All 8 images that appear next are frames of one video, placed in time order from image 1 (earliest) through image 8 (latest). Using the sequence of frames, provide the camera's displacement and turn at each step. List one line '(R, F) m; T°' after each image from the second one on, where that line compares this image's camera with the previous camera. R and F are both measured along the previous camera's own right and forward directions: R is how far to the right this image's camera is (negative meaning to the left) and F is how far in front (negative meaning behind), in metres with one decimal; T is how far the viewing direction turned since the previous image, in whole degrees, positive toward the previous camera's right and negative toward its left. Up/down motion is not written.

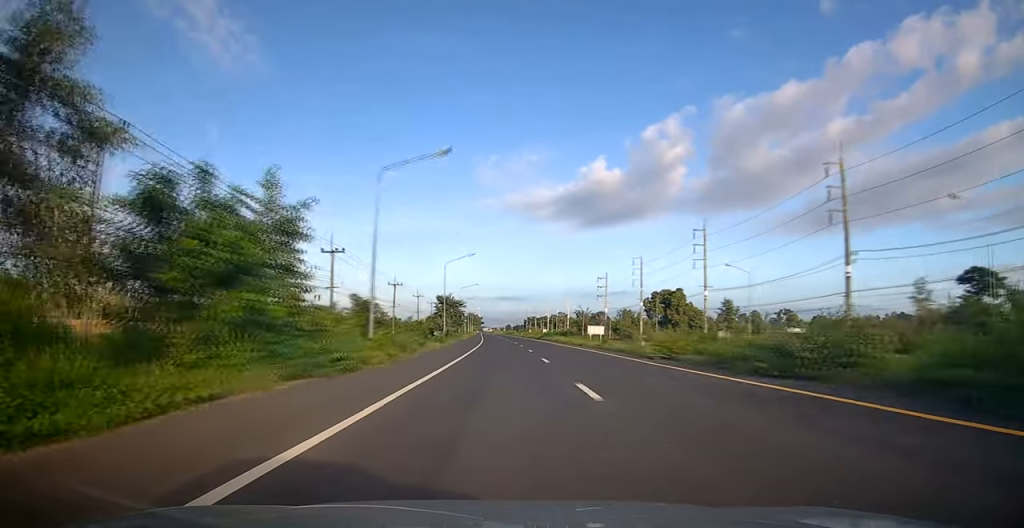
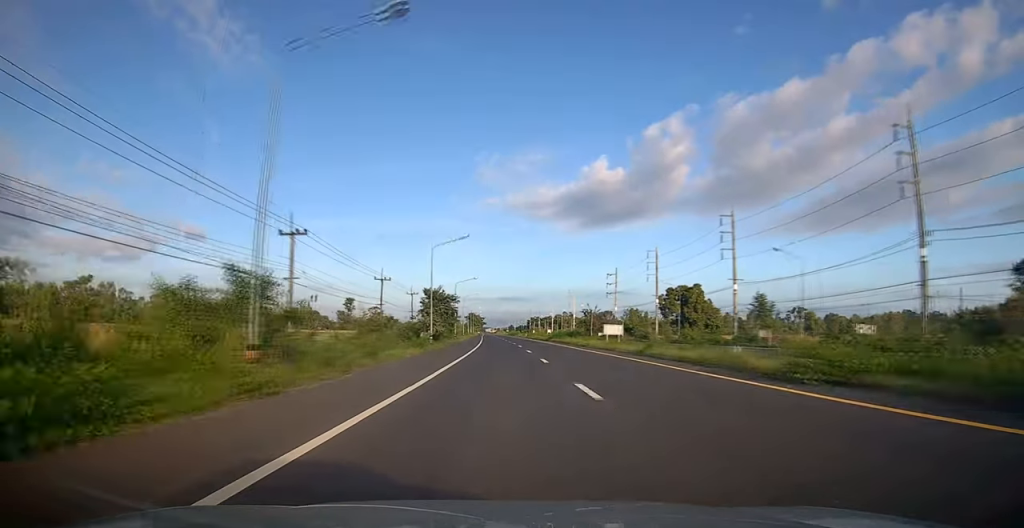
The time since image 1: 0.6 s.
(0.0, +12.0) m; 0°
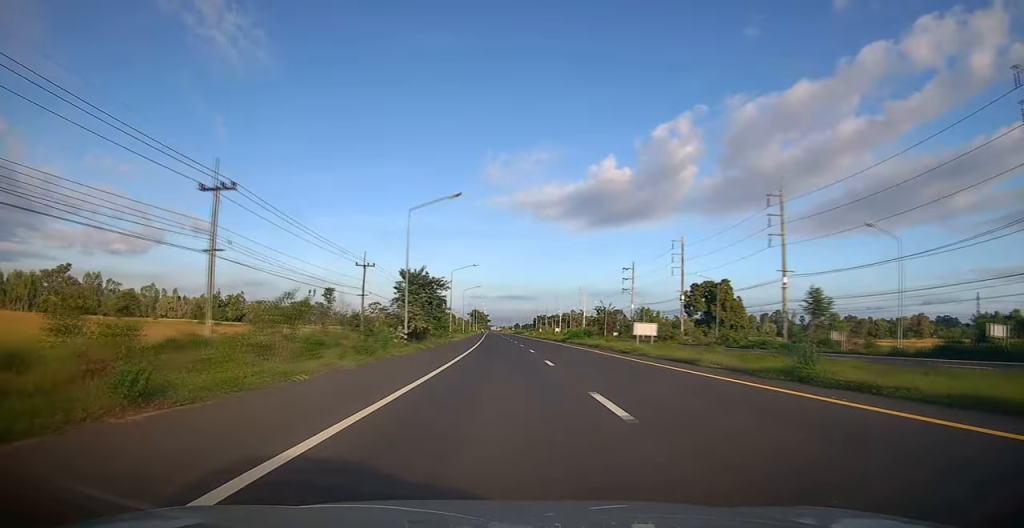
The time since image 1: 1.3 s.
(0.0, +14.3) m; 0°
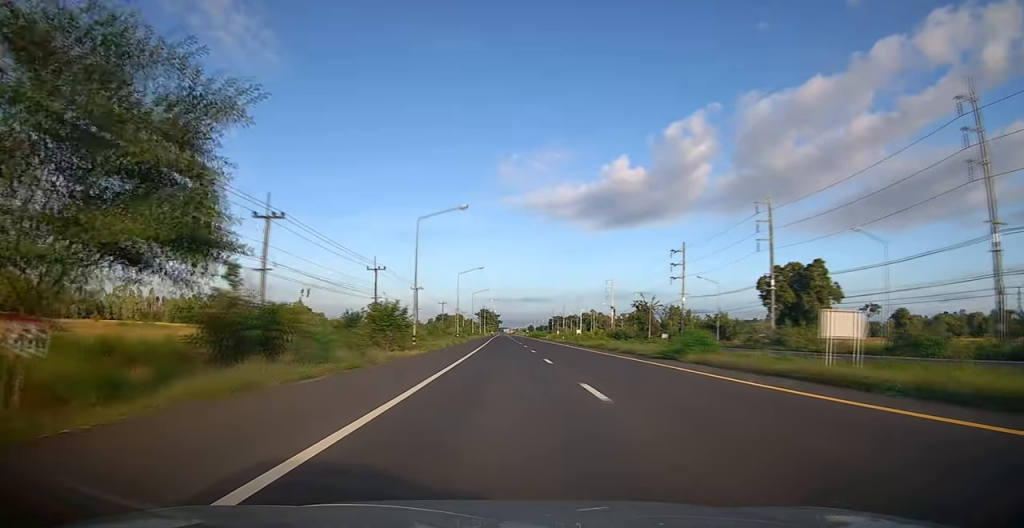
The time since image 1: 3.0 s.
(-0.2, +34.1) m; -1°
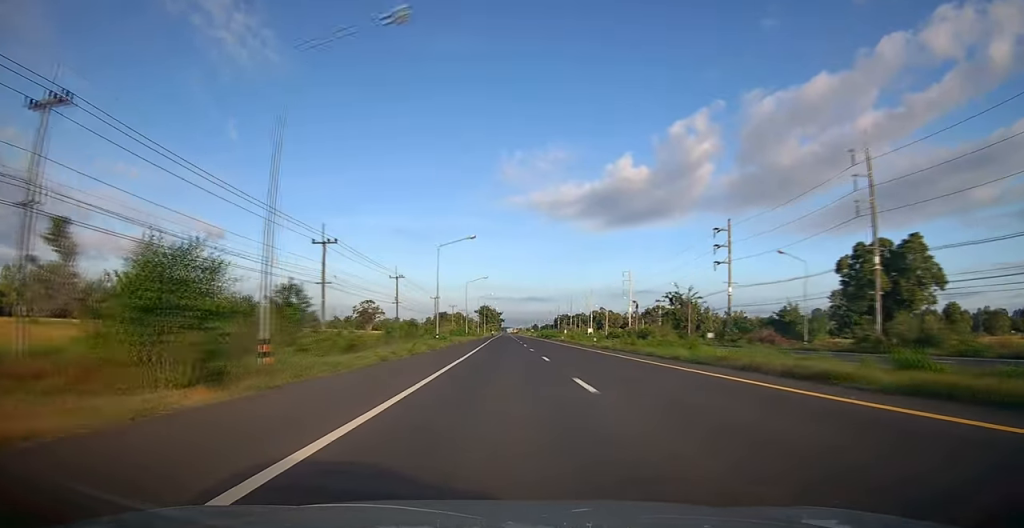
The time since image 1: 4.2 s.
(-0.2, +22.9) m; -1°
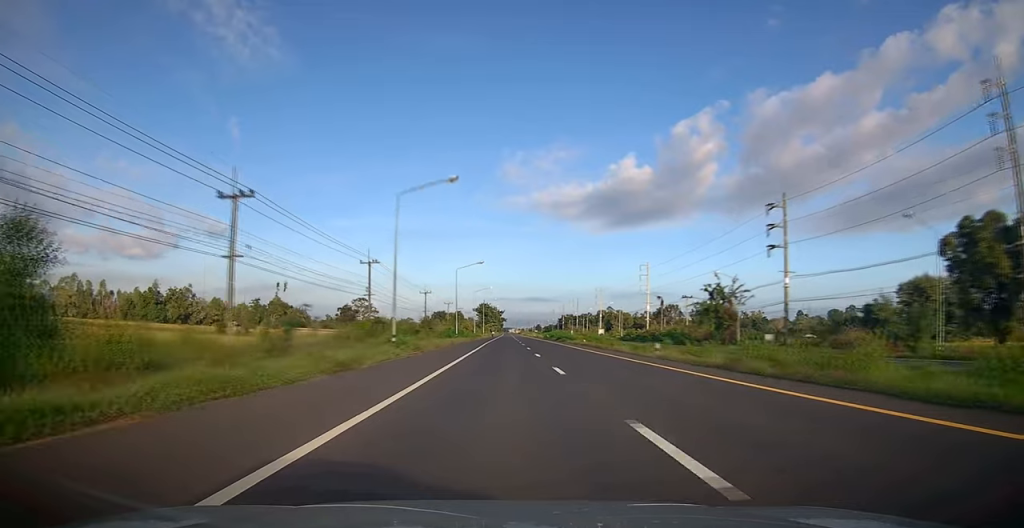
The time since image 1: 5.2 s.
(0.0, +18.8) m; 0°
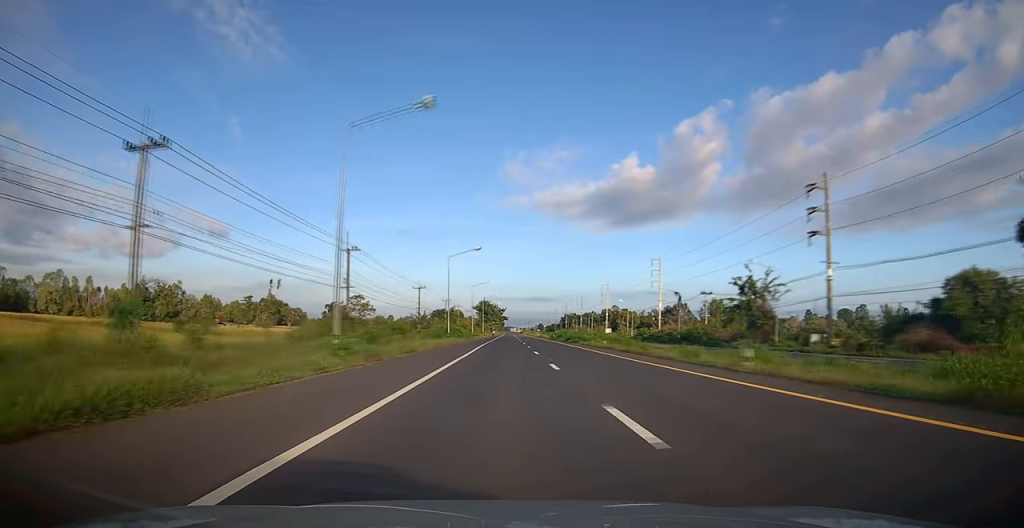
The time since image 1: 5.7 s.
(0.0, +10.2) m; 0°
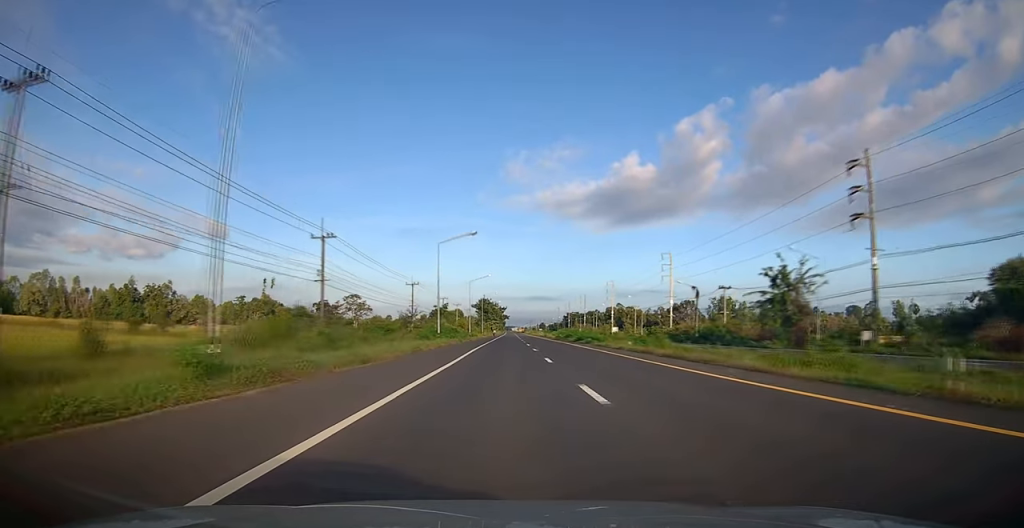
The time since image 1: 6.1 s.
(0.0, +8.6) m; 0°
